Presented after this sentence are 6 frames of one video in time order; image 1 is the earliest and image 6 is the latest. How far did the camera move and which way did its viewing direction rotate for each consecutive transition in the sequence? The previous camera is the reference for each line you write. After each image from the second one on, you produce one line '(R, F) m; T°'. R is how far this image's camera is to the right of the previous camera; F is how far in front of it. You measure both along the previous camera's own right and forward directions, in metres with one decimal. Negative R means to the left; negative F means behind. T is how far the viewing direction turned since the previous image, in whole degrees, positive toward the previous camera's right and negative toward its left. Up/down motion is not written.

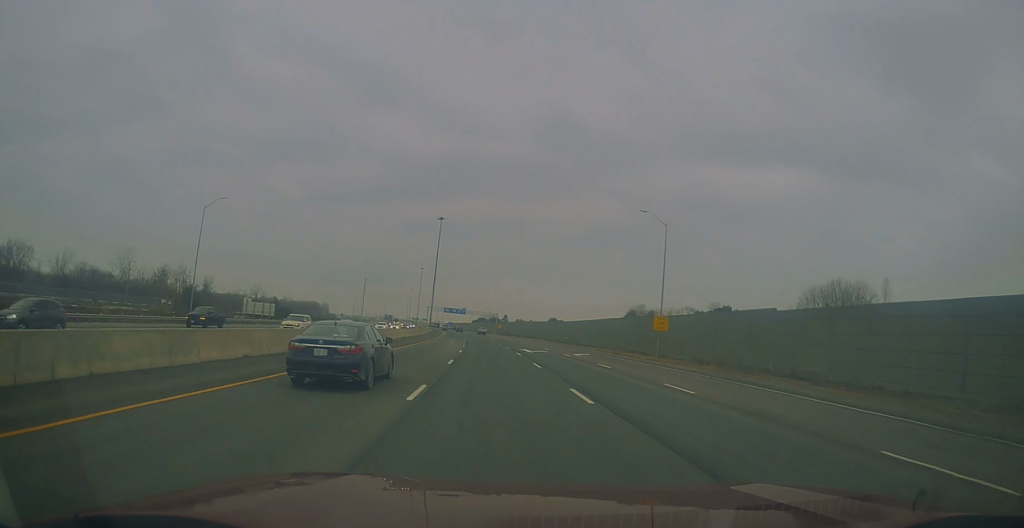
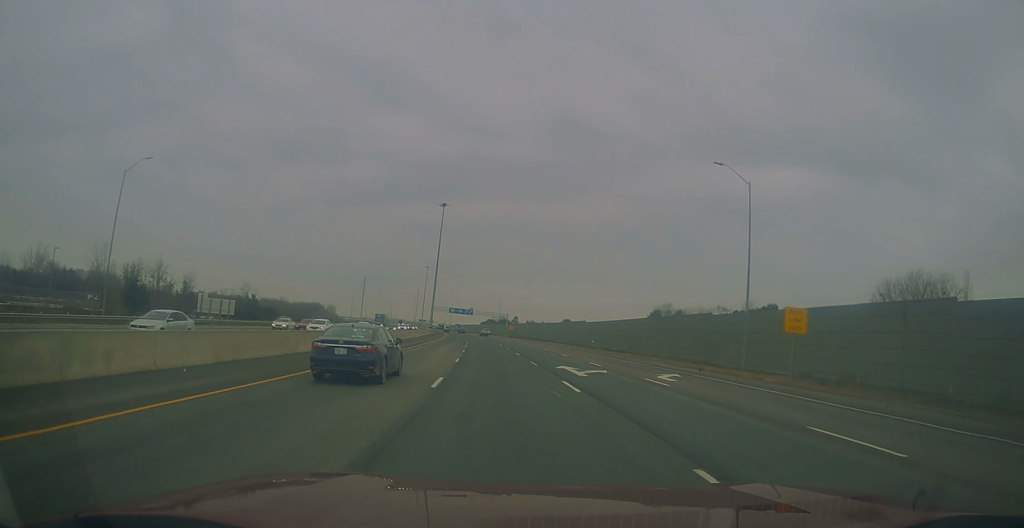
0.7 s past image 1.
(-0.3, +21.4) m; 0°
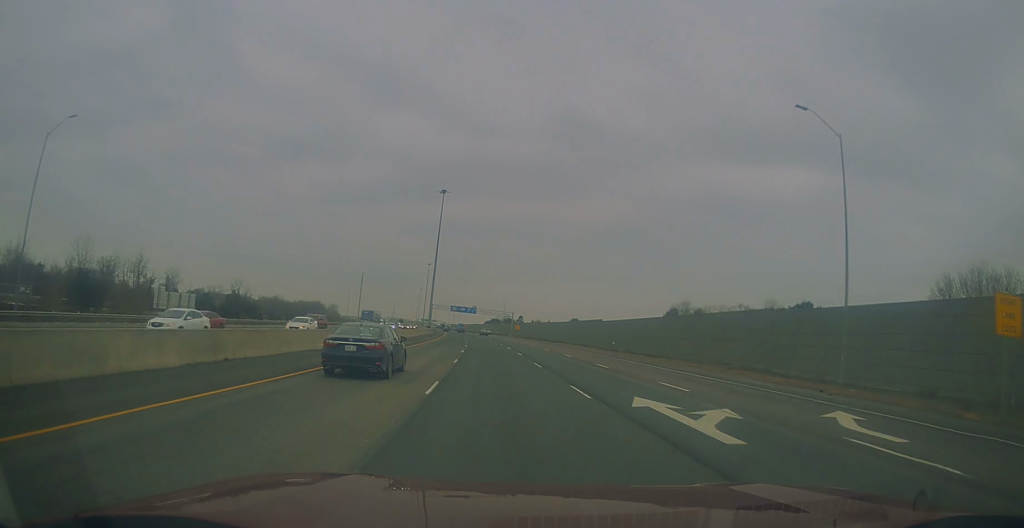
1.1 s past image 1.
(-0.2, +13.9) m; 0°
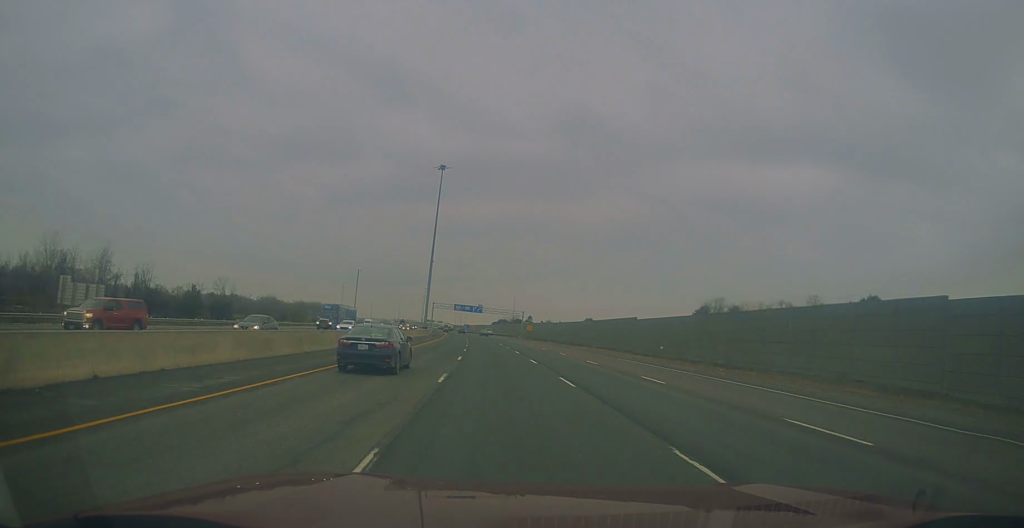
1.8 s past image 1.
(+0.4, +21.4) m; -1°
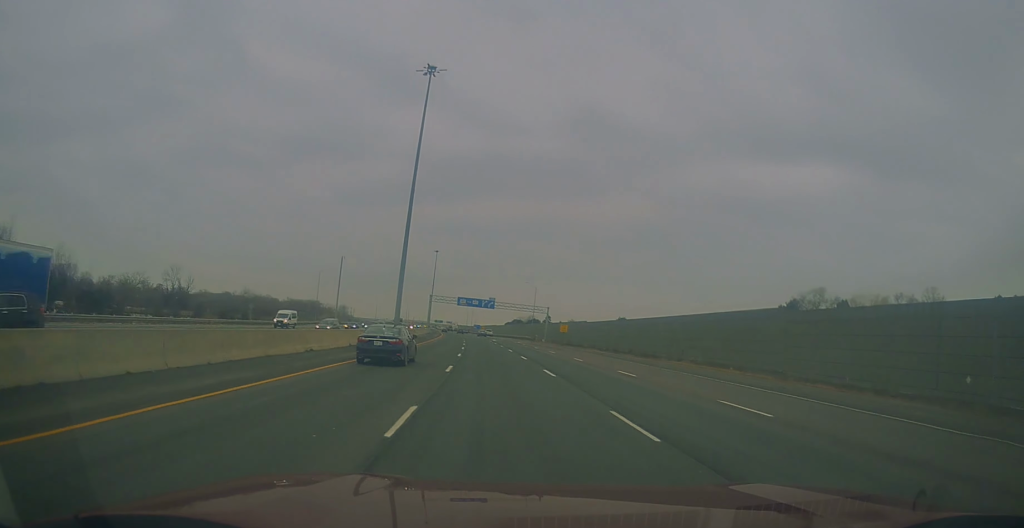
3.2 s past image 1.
(-1.6, +44.8) m; -2°
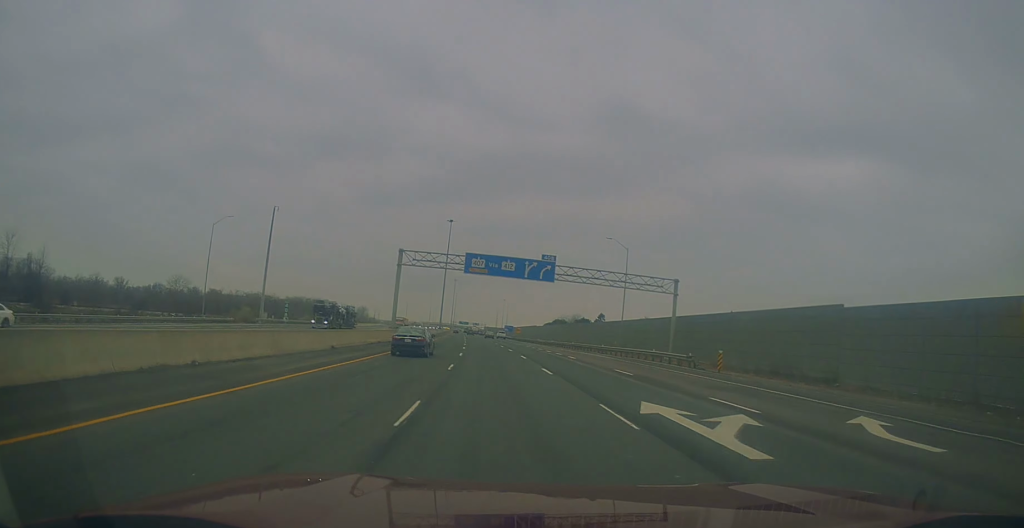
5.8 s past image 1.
(-1.0, +84.1) m; -3°
